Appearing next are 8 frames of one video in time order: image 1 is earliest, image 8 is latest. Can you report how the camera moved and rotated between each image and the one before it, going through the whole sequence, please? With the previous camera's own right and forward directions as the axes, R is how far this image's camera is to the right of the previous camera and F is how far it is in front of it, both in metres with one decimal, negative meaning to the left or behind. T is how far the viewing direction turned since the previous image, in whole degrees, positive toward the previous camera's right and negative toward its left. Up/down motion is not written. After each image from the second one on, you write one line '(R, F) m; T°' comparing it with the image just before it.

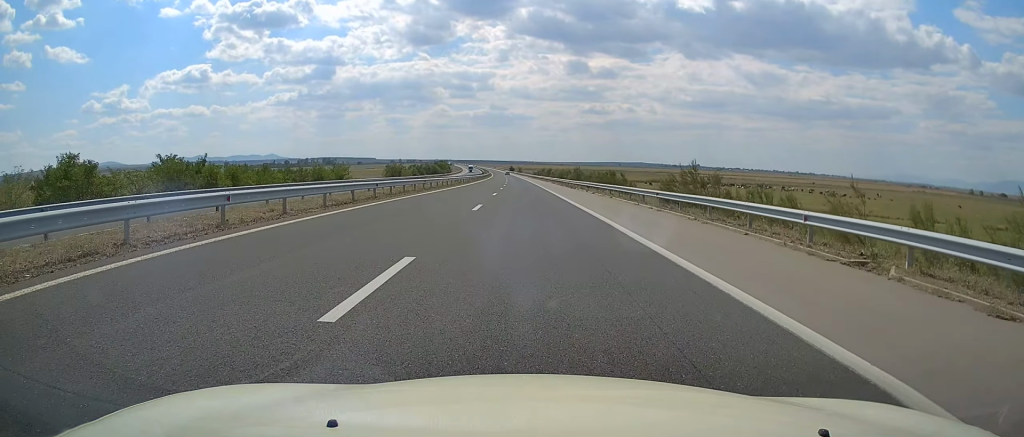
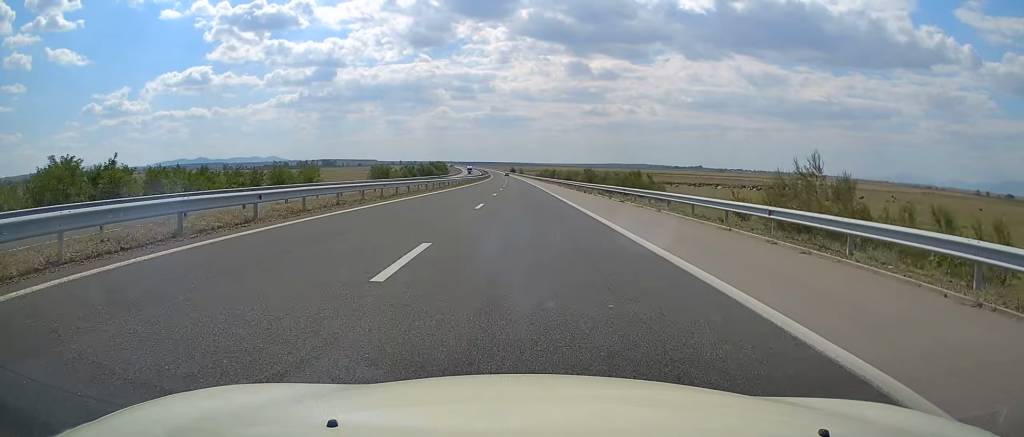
(0.0, +13.9) m; 0°
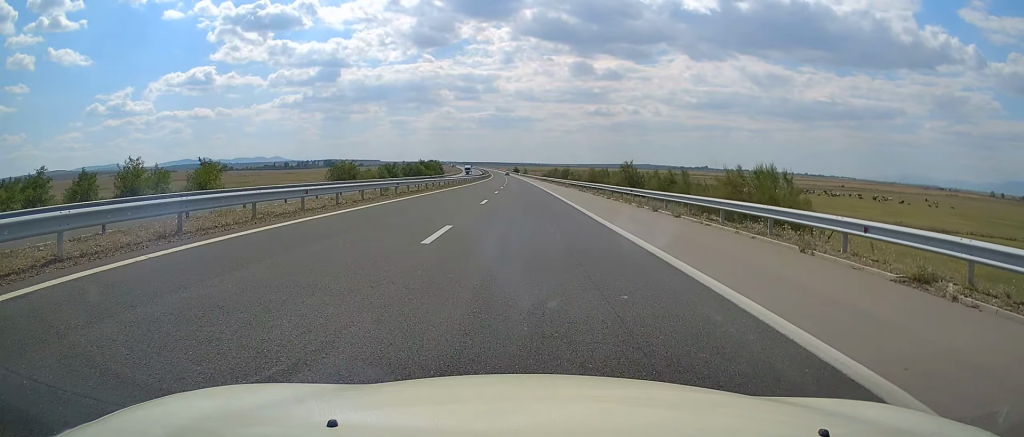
(0.0, +27.8) m; -1°
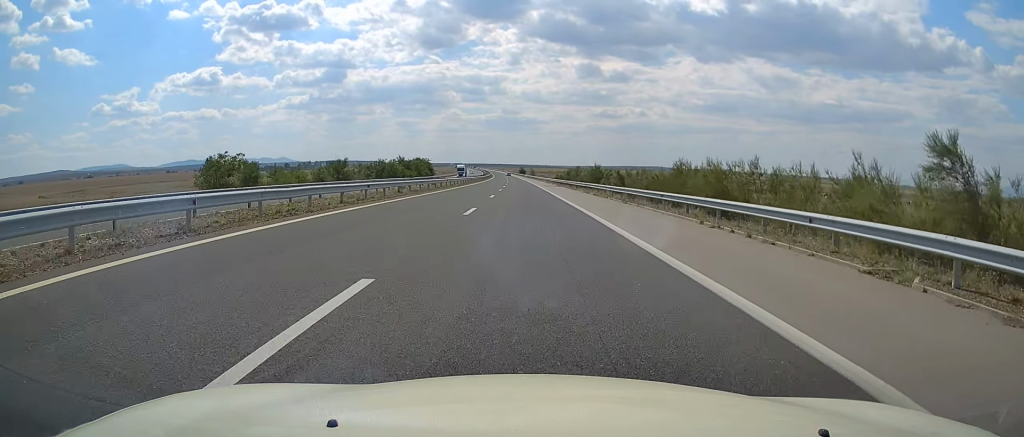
(-0.3, +39.6) m; 0°
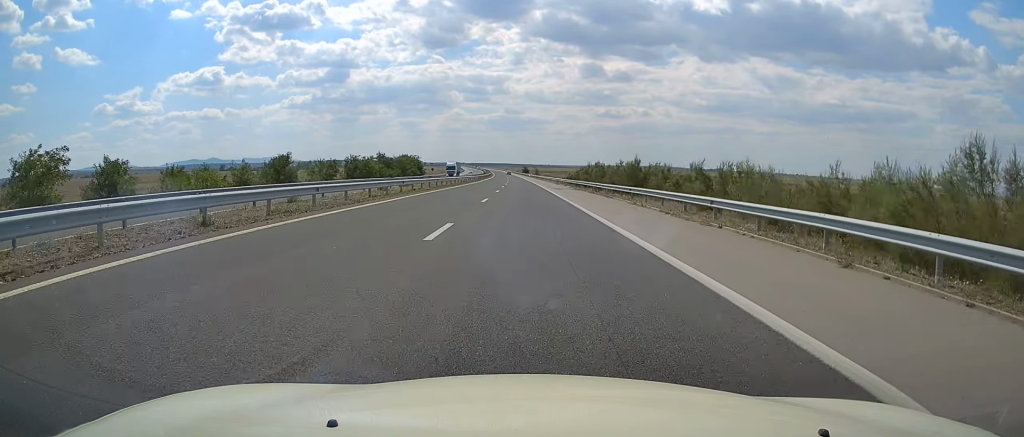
(+0.3, +23.5) m; 0°
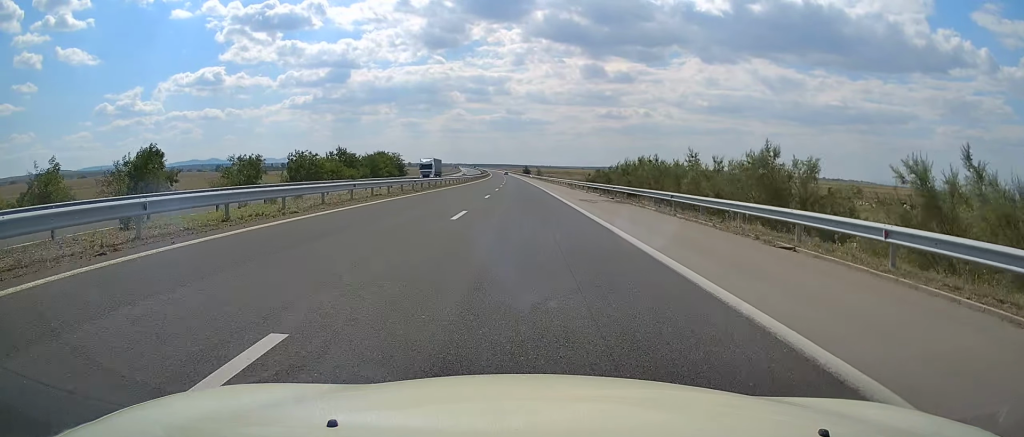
(-0.3, +26.7) m; -1°
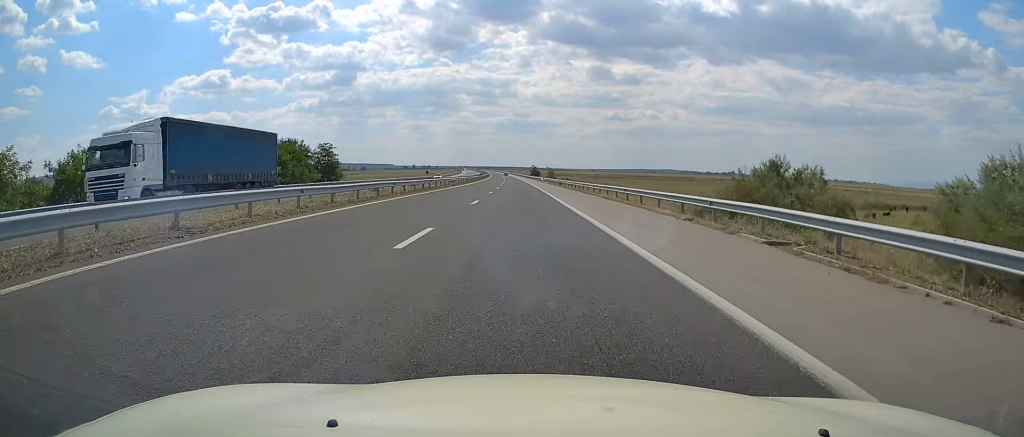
(-0.2, +54.3) m; 0°
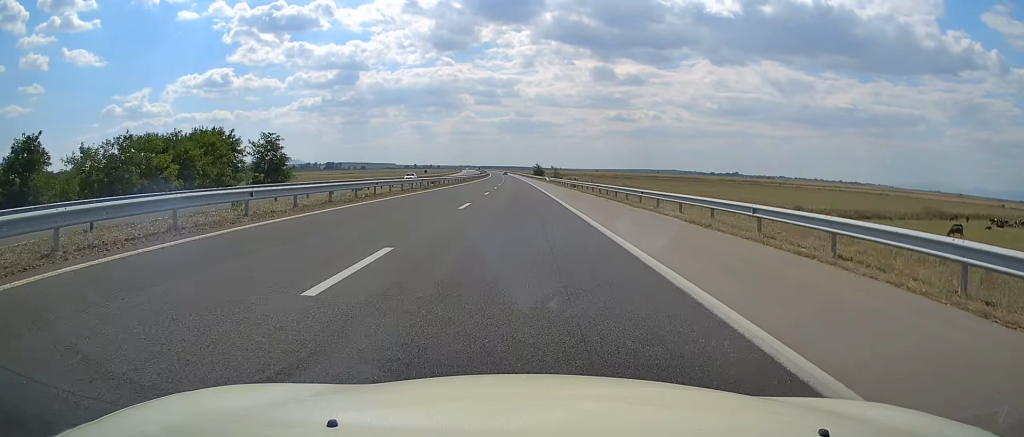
(0.0, +20.1) m; 0°
